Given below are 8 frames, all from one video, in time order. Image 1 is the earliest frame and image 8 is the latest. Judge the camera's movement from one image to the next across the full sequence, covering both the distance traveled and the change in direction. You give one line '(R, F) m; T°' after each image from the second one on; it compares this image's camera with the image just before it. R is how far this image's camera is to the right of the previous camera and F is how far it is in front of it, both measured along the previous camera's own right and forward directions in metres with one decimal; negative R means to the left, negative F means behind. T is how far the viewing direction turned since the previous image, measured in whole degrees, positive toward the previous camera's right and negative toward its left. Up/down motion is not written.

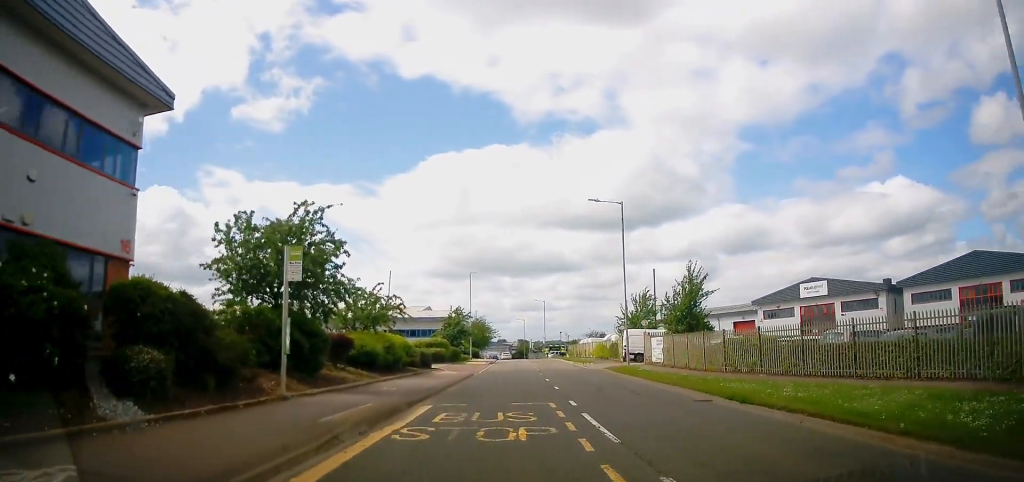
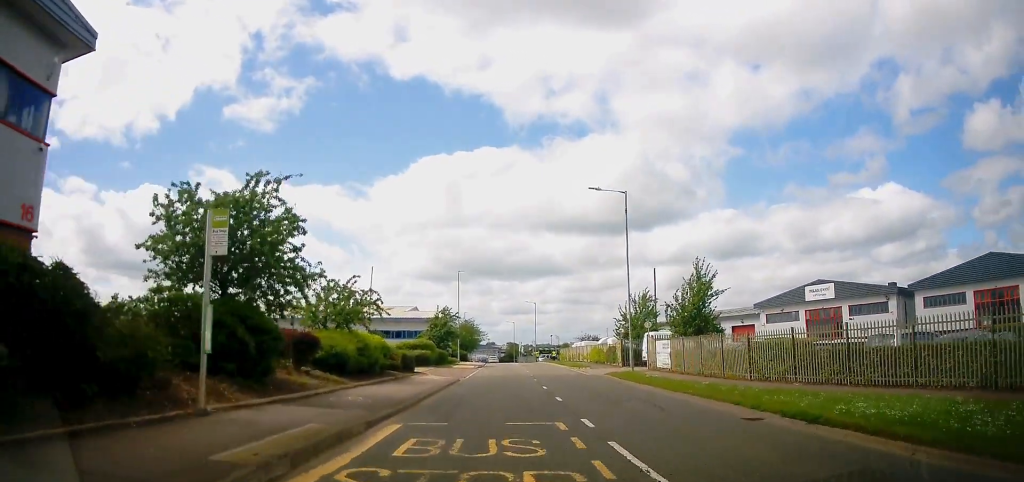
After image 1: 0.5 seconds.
(+0.1, +3.3) m; -1°
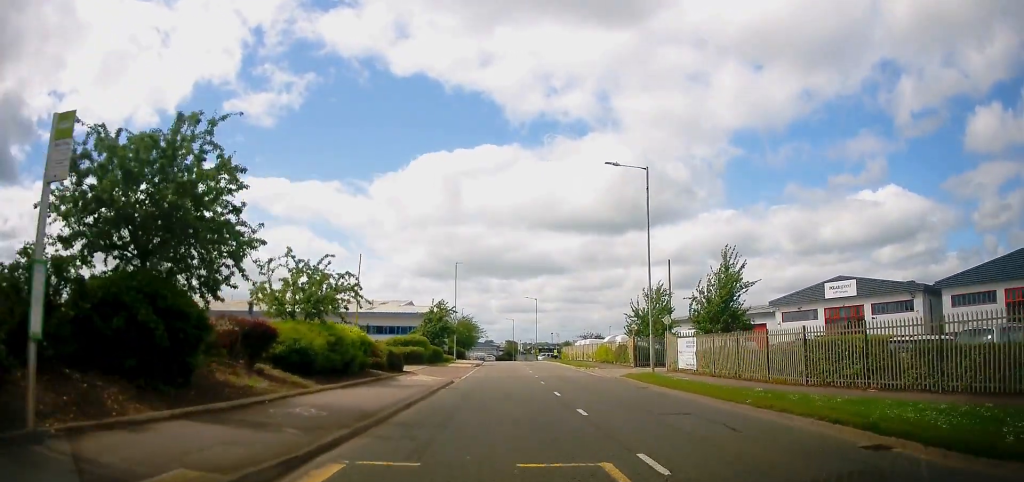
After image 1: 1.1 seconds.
(-0.1, +4.3) m; +1°
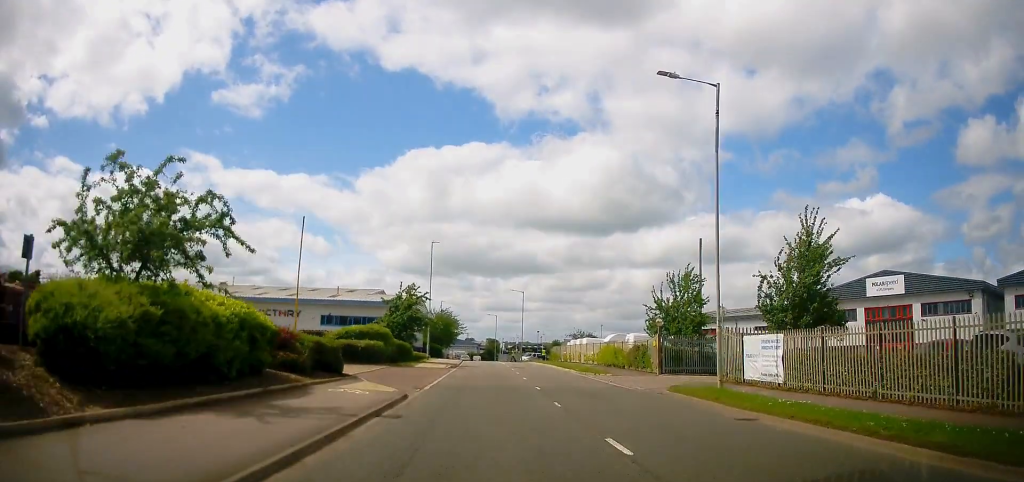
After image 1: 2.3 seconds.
(+0.4, +9.9) m; +4°
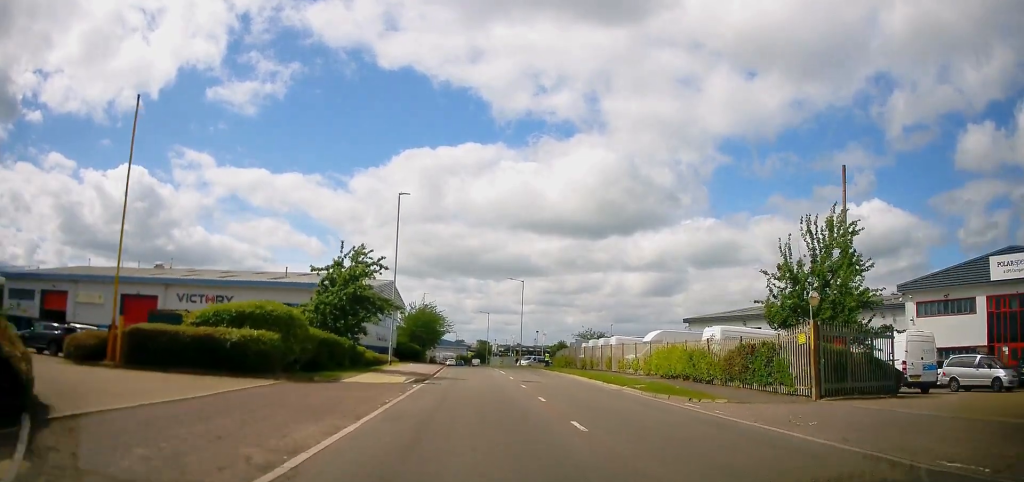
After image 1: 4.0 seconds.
(+0.1, +16.3) m; 0°
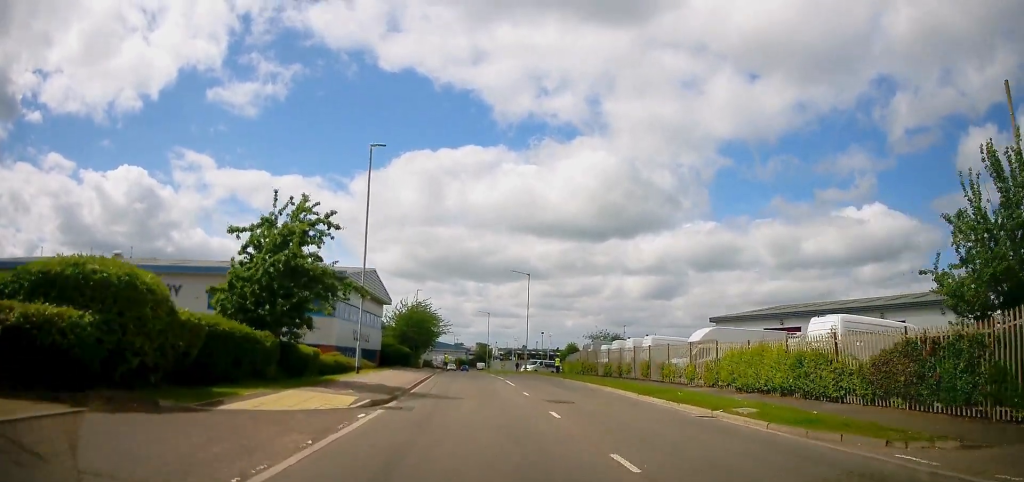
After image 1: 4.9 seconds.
(0.0, +9.1) m; 0°
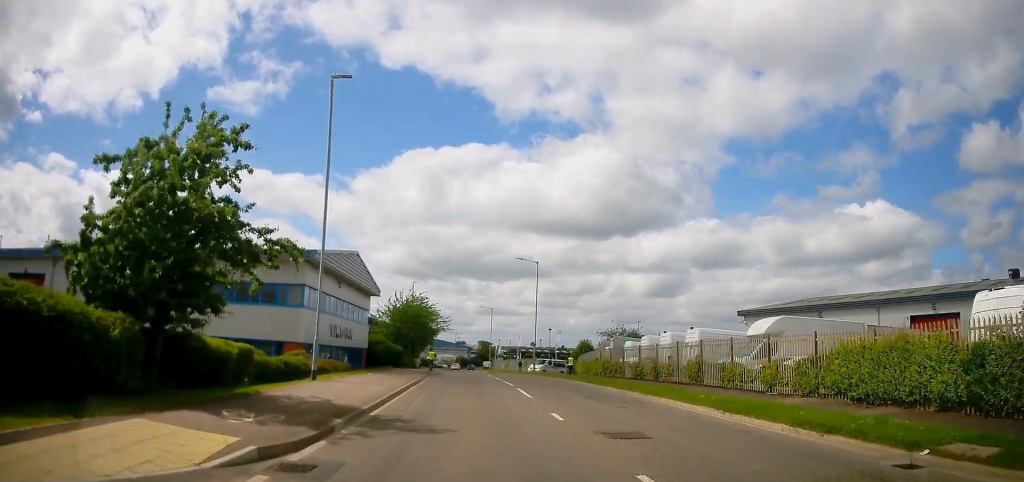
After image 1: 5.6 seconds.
(+0.2, +7.0) m; -2°
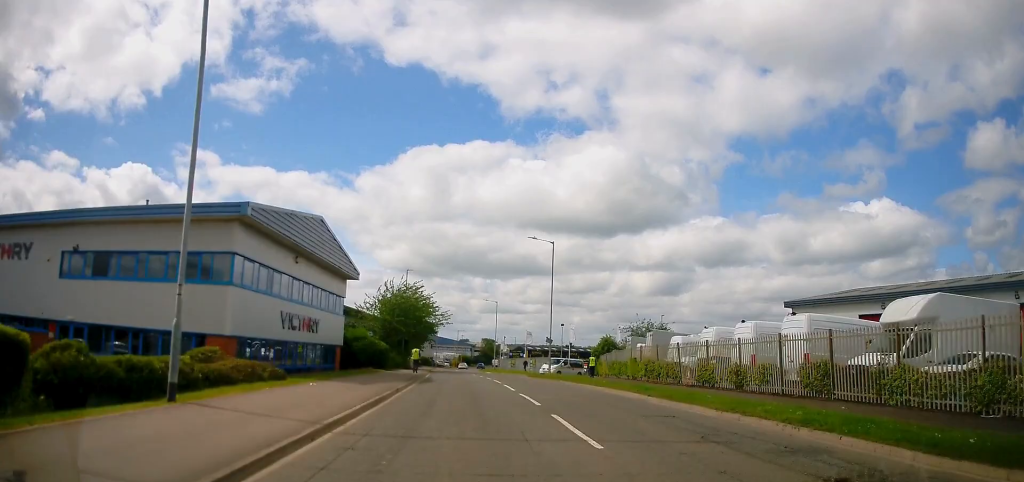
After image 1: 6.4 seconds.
(-0.5, +9.1) m; -1°
